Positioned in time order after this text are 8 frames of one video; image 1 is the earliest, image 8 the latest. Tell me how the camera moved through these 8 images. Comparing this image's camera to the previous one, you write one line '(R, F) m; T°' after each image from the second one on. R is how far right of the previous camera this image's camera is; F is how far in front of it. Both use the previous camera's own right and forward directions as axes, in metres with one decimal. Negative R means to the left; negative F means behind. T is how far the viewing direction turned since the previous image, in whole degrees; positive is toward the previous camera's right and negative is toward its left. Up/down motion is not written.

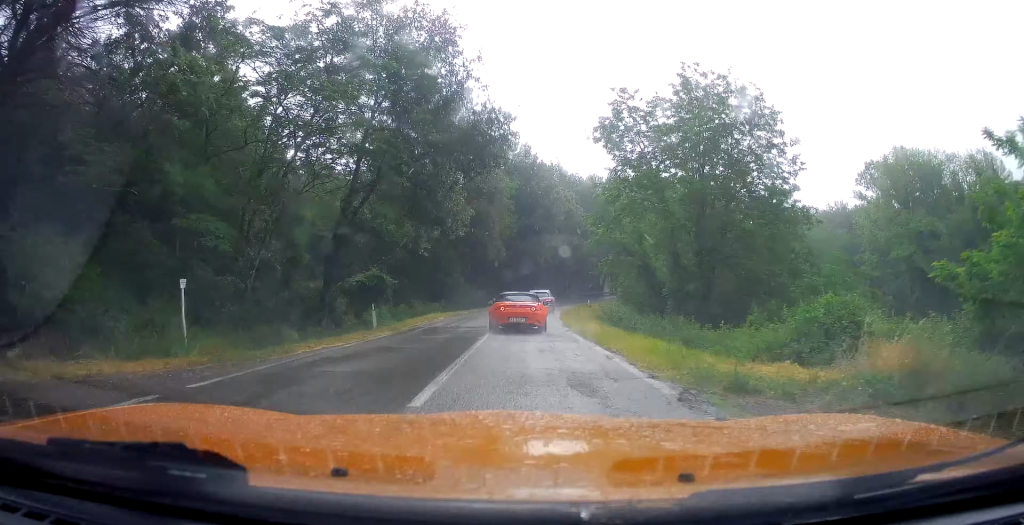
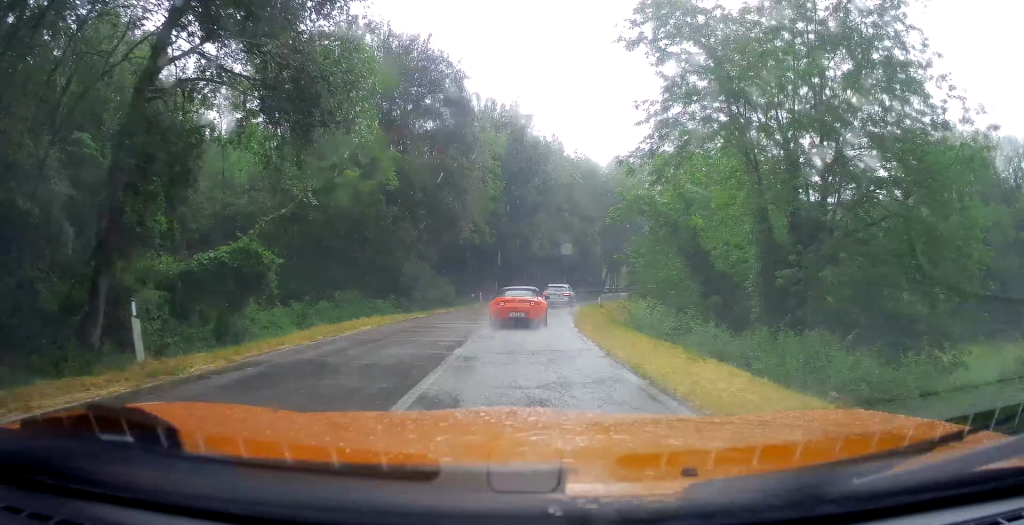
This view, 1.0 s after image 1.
(+0.1, +13.3) m; 0°
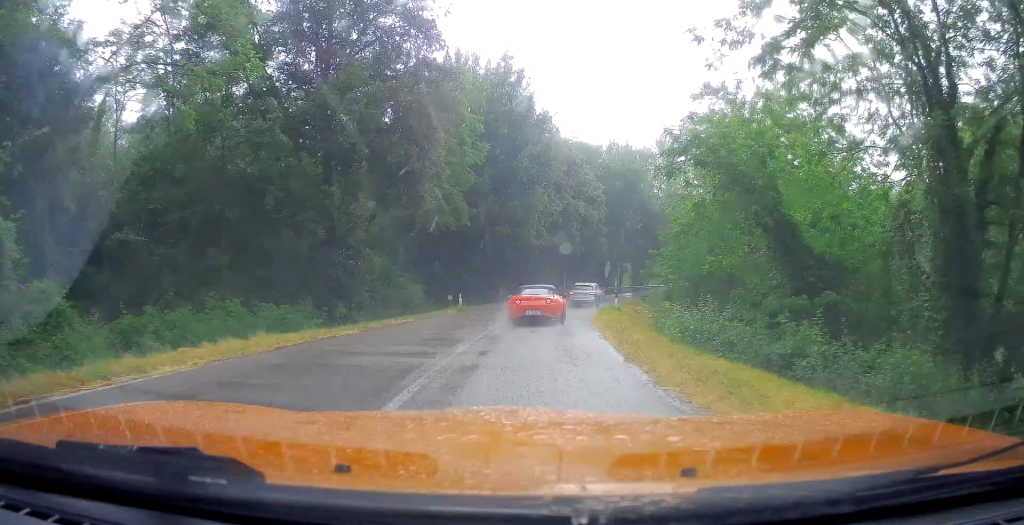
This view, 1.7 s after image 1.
(-0.3, +9.1) m; +1°
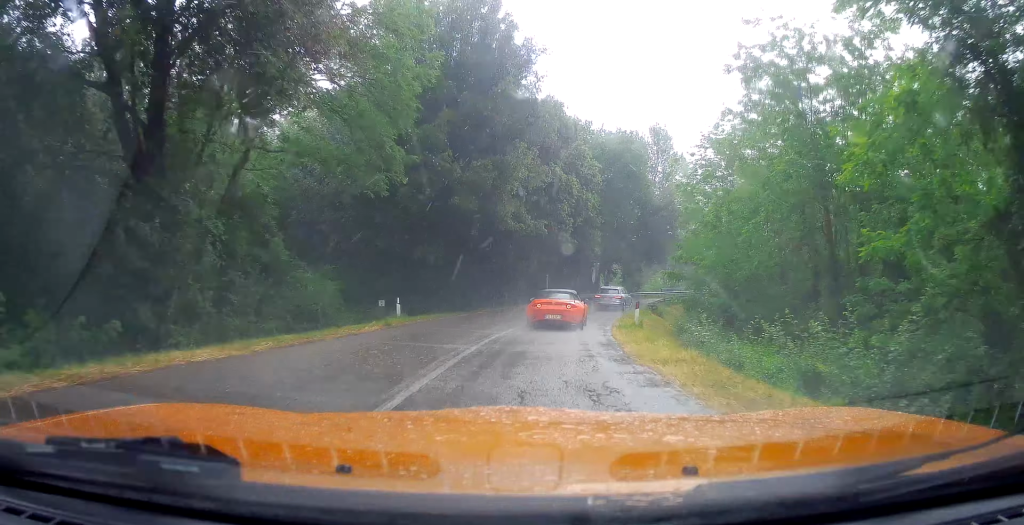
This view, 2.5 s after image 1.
(+0.4, +10.3) m; +5°
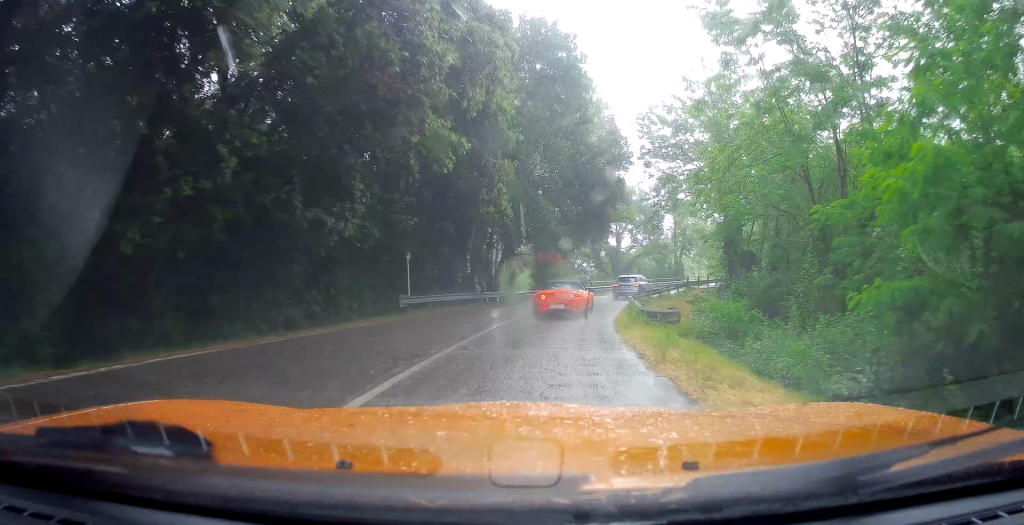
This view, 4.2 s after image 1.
(+2.0, +20.1) m; +12°
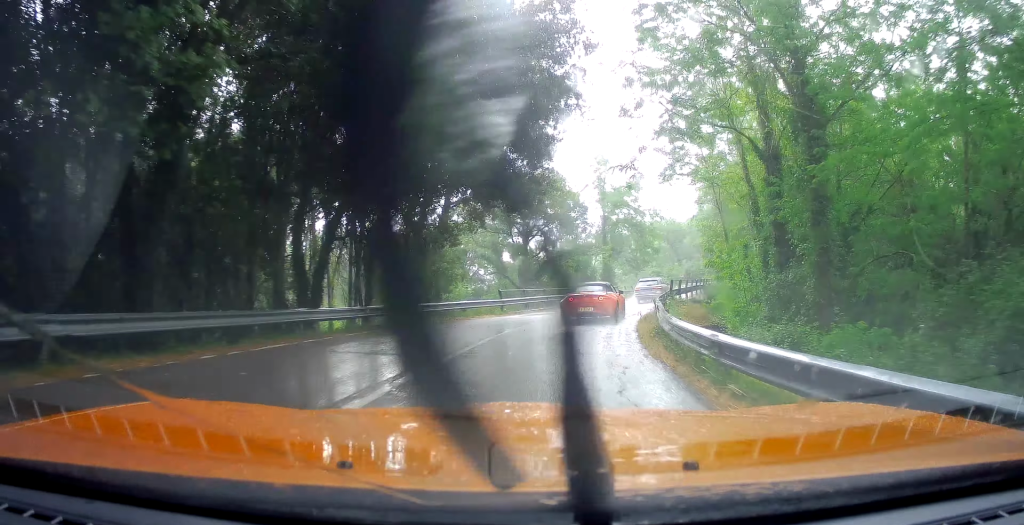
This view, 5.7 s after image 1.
(+1.8, +16.6) m; +12°
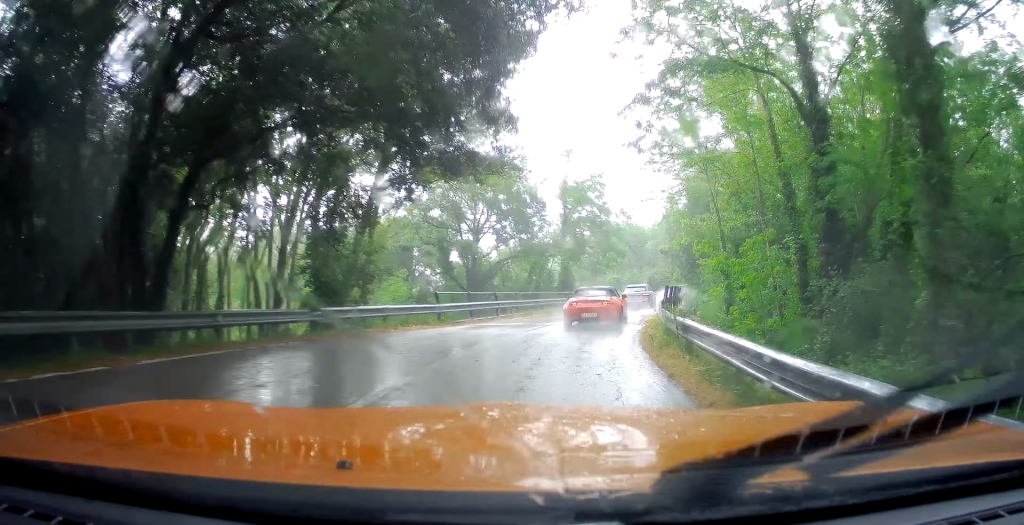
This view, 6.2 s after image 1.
(+0.3, +5.7) m; +2°
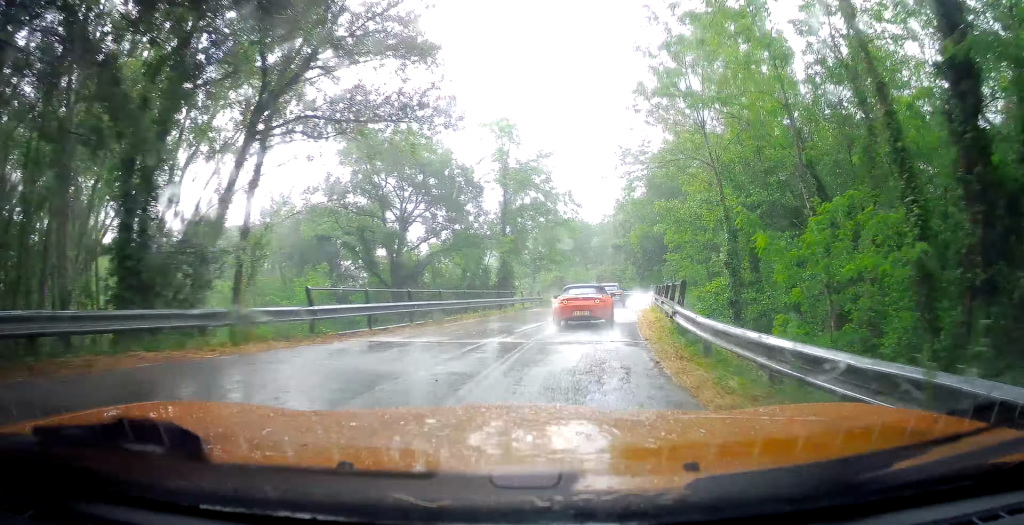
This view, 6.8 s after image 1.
(+0.2, +7.2) m; +2°
